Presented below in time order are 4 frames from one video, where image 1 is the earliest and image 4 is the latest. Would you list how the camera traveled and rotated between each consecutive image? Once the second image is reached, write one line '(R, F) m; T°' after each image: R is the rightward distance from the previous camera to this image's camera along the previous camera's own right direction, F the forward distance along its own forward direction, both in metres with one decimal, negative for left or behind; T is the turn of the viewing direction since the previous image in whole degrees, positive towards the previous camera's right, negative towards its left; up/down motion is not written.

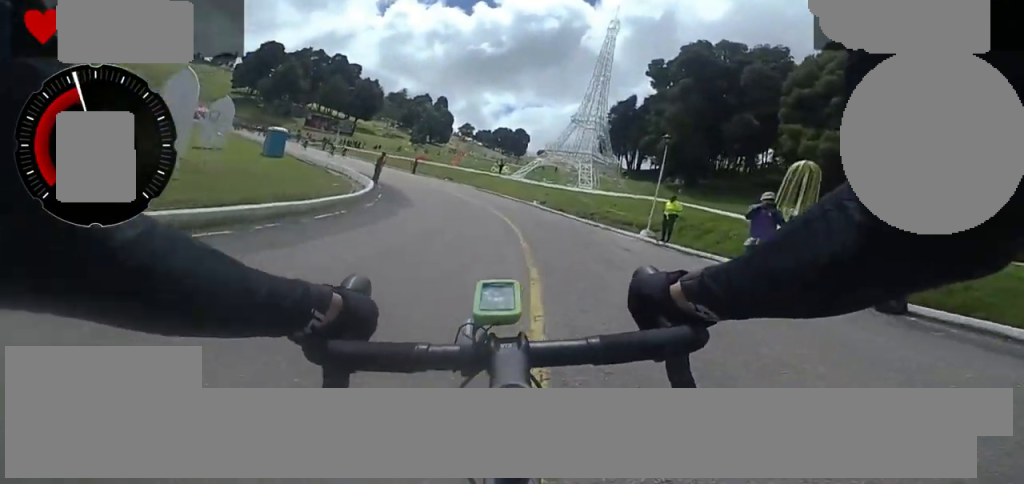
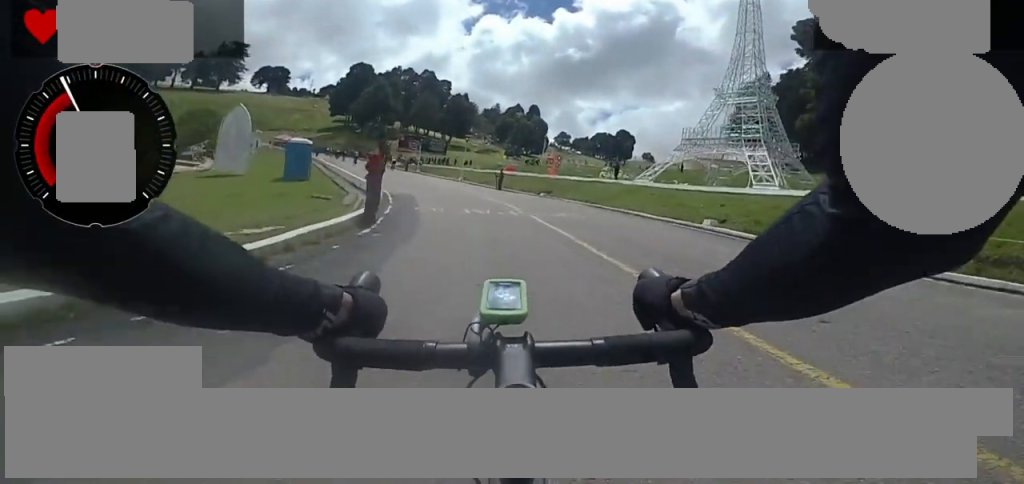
(-0.5, +7.9) m; -16°
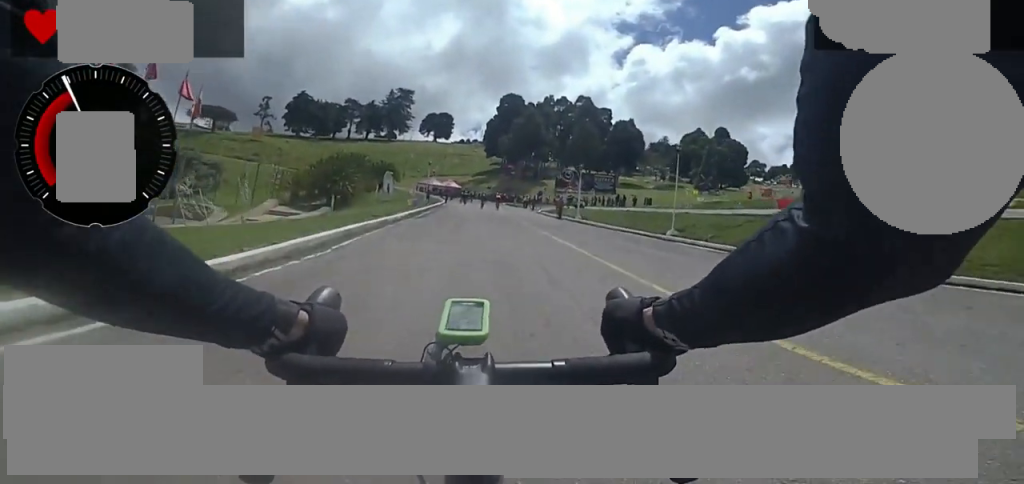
(-3.0, +18.1) m; -11°
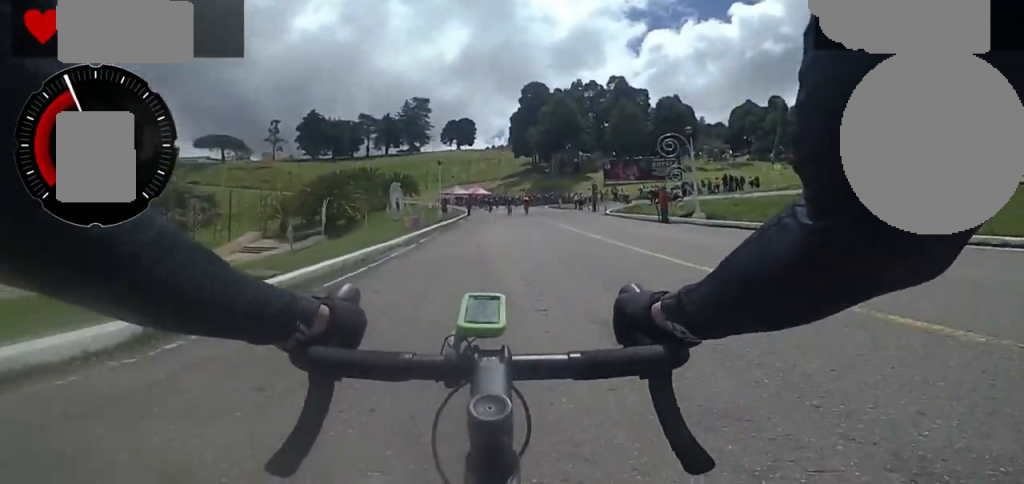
(-2.1, +12.6) m; -17°
